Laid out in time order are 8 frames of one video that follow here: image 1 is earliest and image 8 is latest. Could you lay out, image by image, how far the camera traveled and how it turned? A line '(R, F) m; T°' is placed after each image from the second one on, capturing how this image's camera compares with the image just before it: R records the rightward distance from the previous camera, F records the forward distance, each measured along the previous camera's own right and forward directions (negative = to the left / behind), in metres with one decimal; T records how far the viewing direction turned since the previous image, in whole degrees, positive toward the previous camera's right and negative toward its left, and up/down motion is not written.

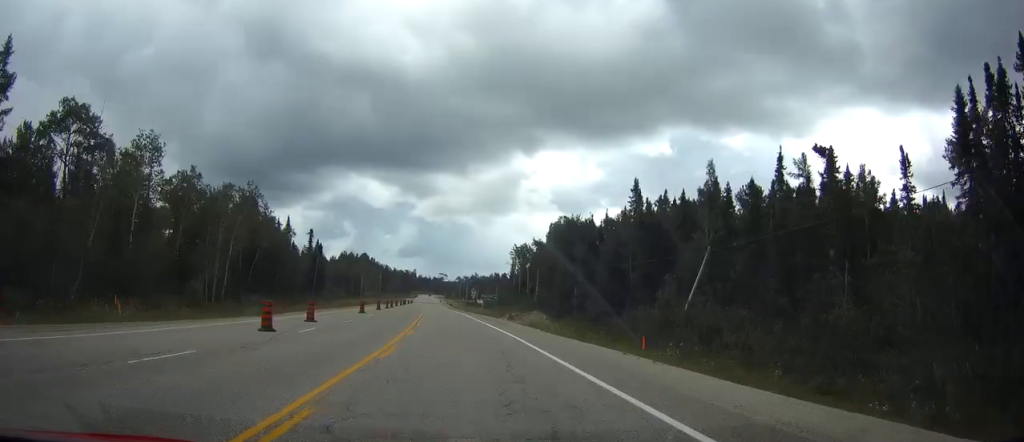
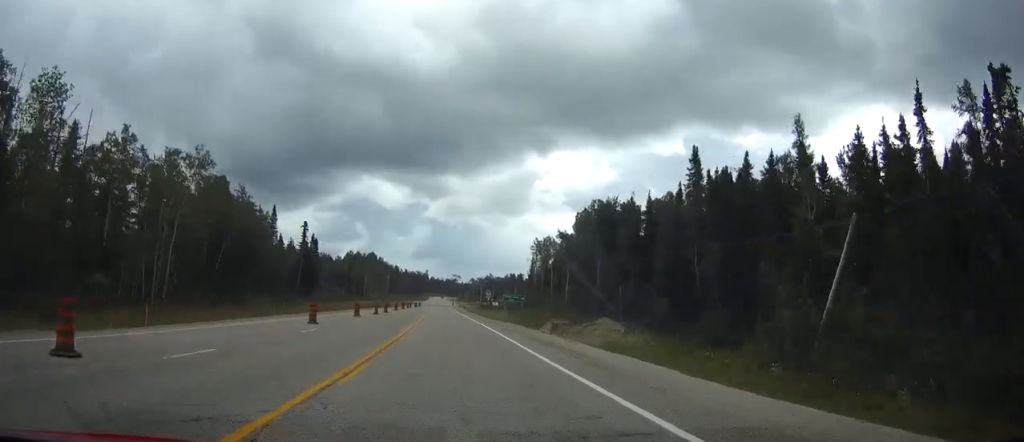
(-0.1, +21.8) m; -1°
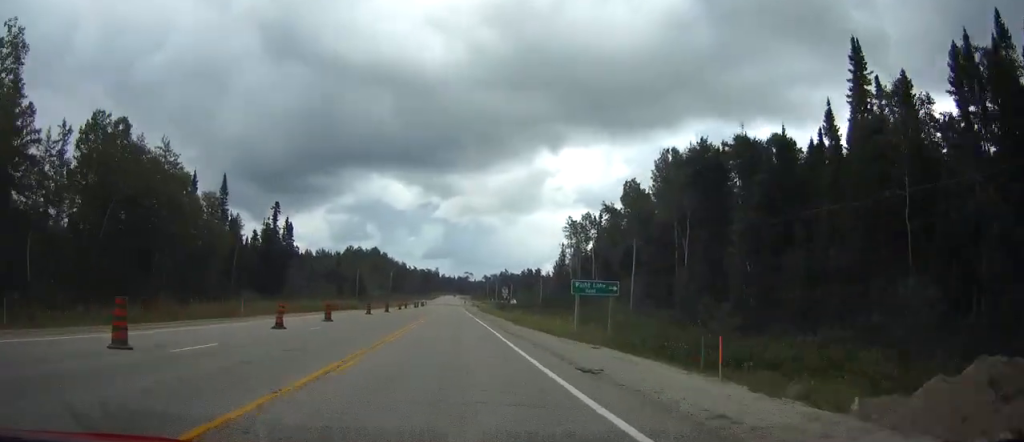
(-0.5, +35.6) m; -1°
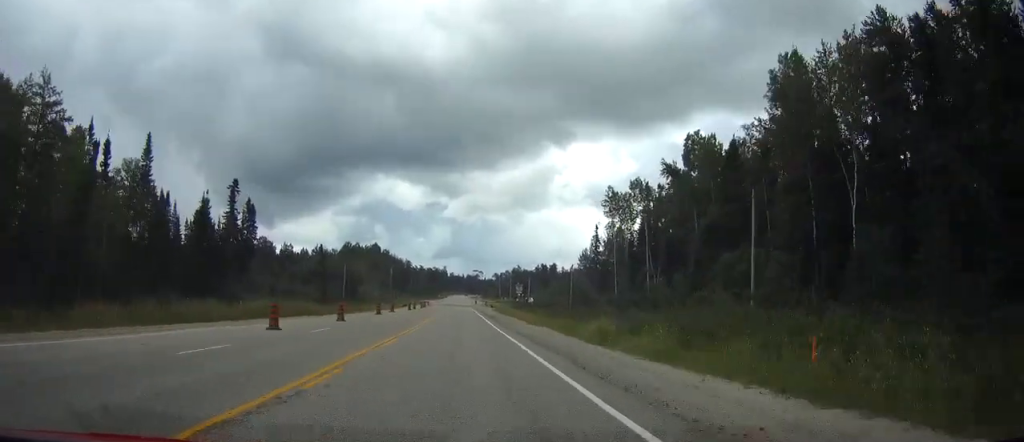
(-0.1, +29.3) m; -1°
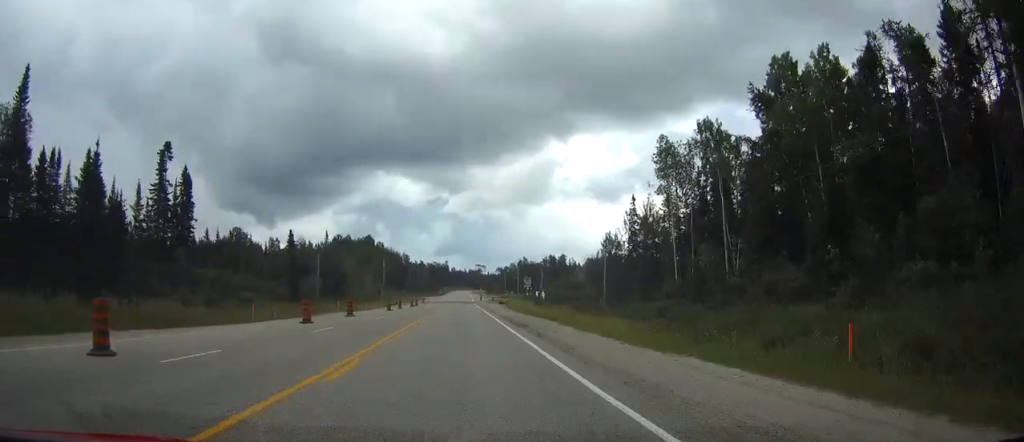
(-0.1, +26.1) m; 0°
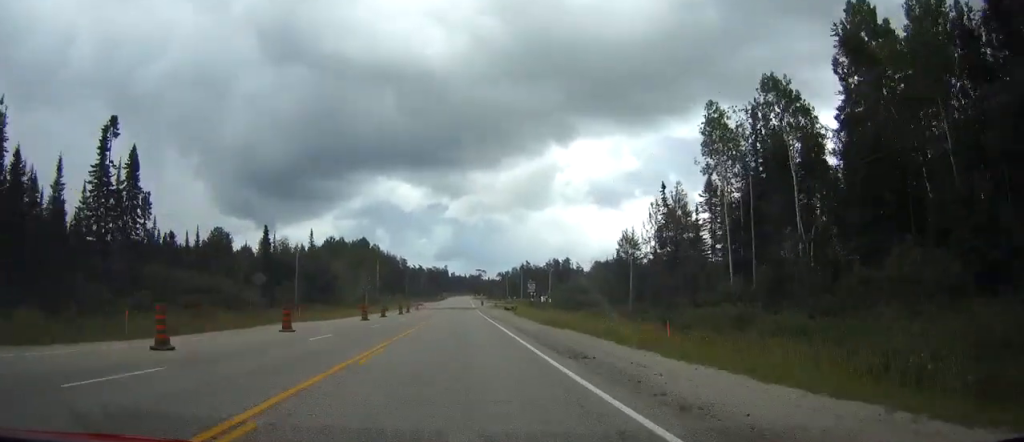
(0.0, +14.6) m; 0°
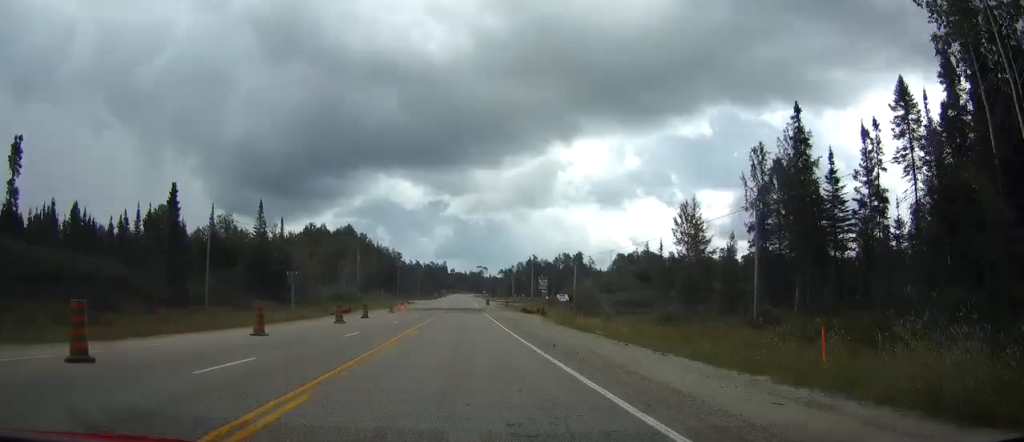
(0.0, +34.2) m; 0°
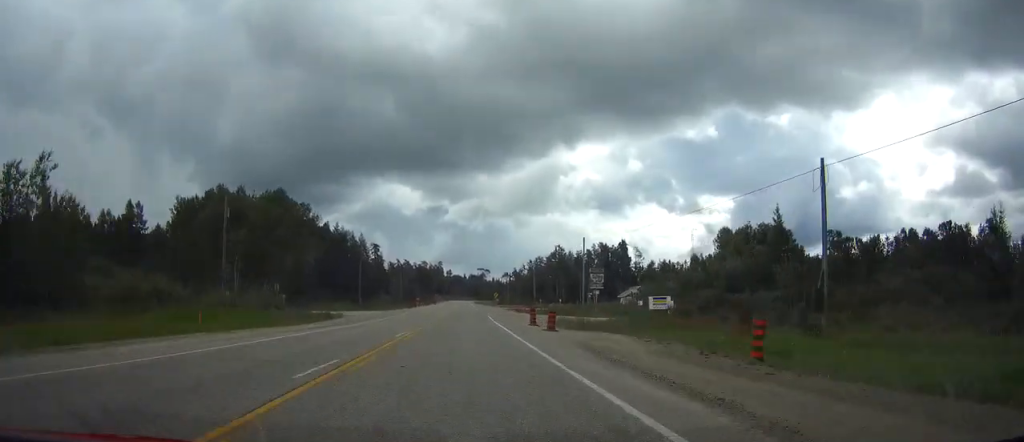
(+0.3, +83.4) m; 0°
